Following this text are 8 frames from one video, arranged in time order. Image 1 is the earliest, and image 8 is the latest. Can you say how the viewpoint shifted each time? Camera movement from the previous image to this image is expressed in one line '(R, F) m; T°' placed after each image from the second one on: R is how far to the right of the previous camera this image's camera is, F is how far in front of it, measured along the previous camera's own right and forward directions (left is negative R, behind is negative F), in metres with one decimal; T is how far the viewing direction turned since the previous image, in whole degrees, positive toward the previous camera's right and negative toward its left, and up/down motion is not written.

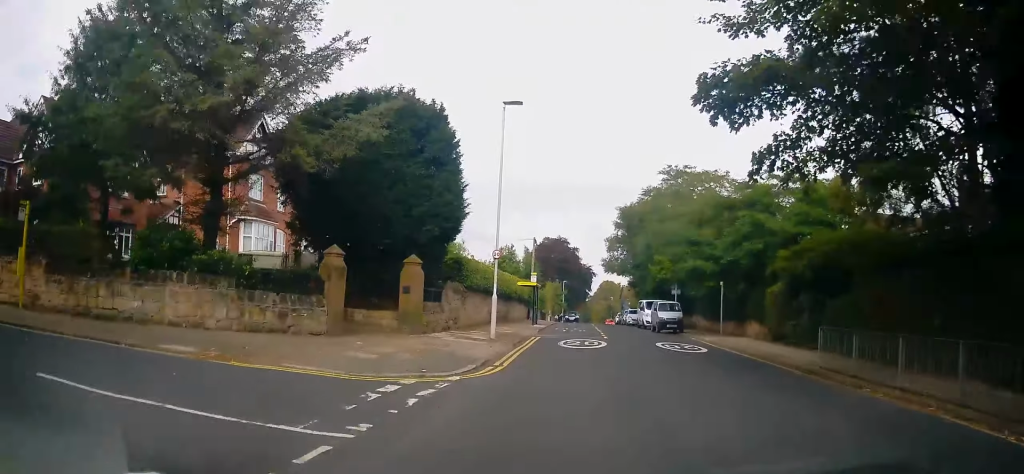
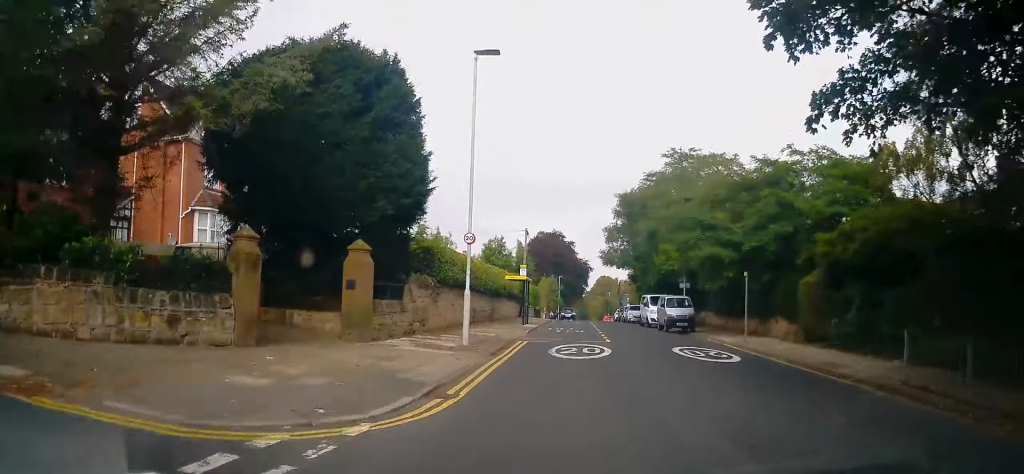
(0.0, +4.5) m; 0°
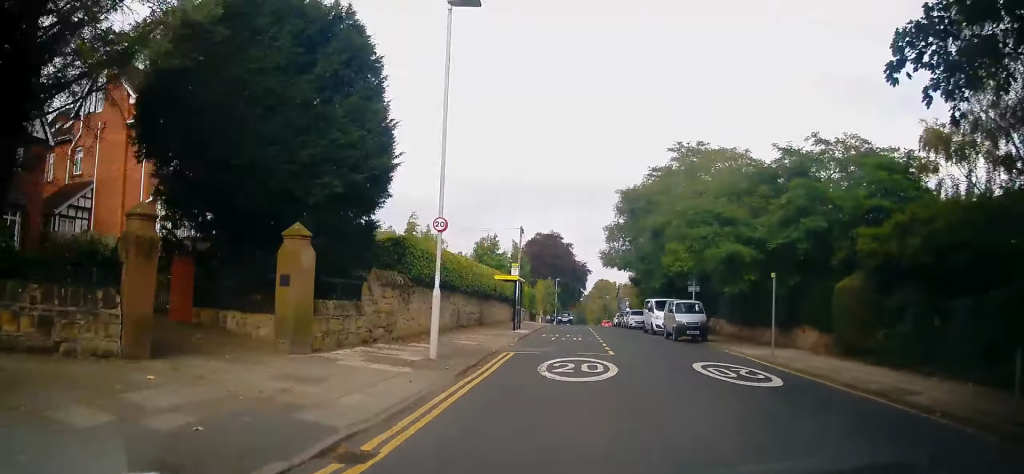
(0.0, +3.3) m; +1°
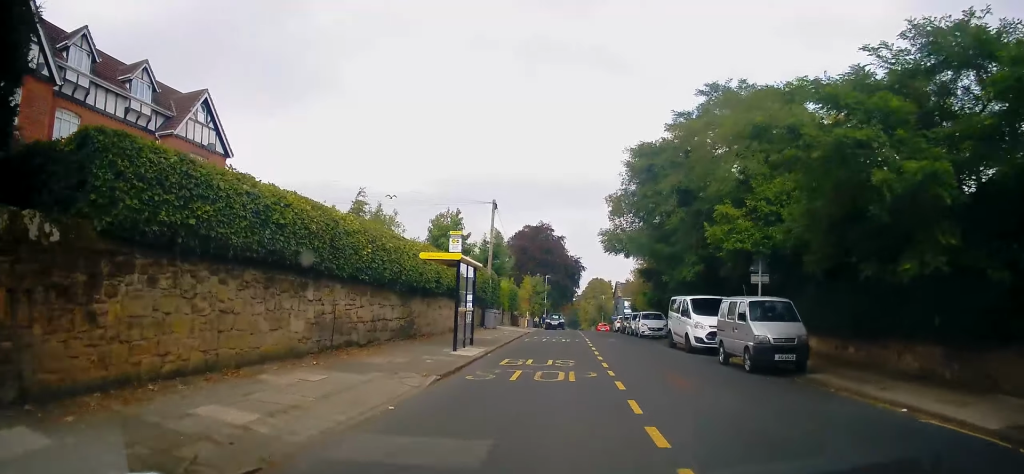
(+0.2, +12.2) m; +1°
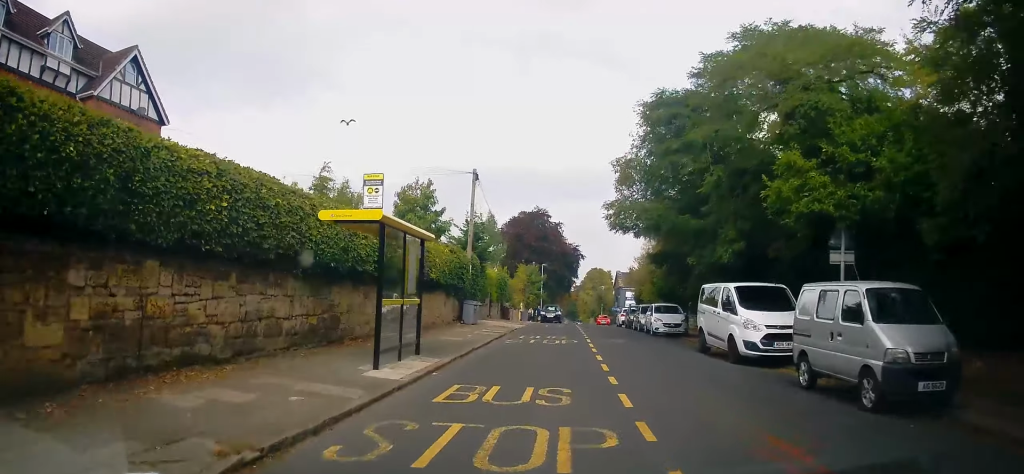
(-0.1, +6.2) m; 0°
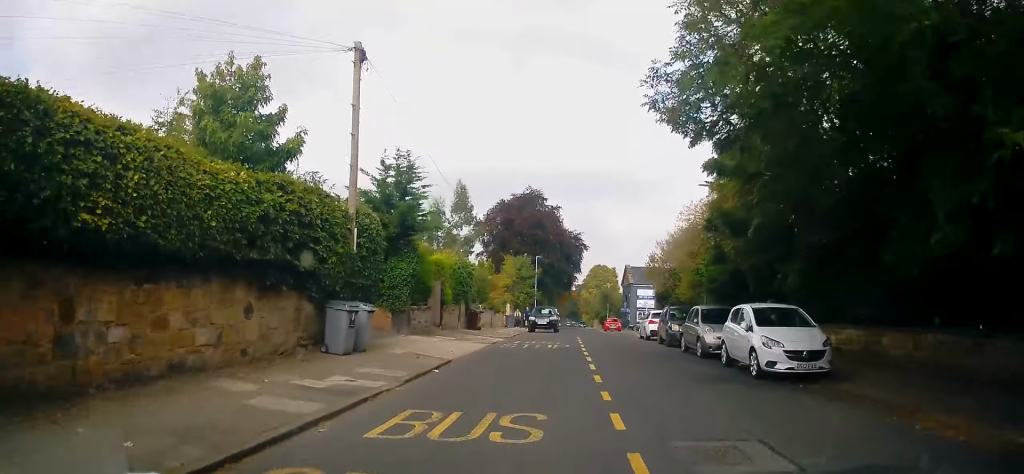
(0.0, +15.3) m; 0°
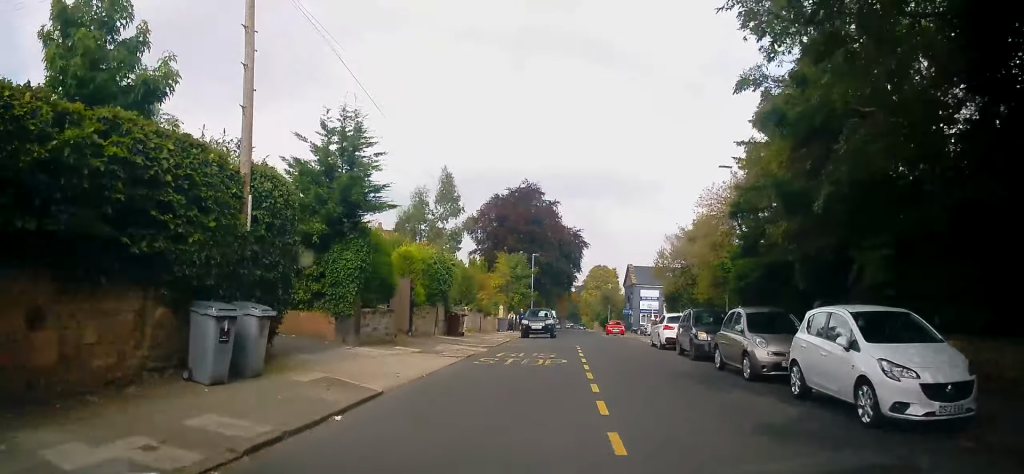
(+0.1, +4.7) m; 0°
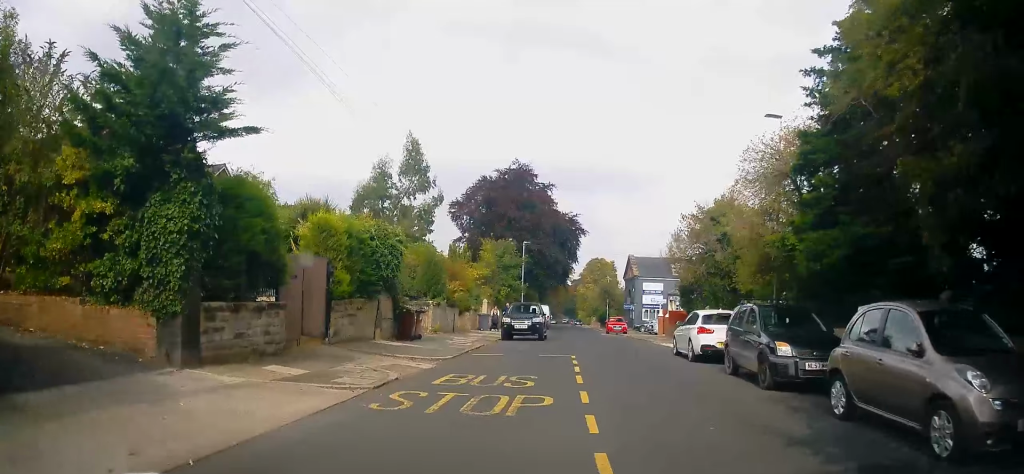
(-0.1, +7.1) m; -1°
